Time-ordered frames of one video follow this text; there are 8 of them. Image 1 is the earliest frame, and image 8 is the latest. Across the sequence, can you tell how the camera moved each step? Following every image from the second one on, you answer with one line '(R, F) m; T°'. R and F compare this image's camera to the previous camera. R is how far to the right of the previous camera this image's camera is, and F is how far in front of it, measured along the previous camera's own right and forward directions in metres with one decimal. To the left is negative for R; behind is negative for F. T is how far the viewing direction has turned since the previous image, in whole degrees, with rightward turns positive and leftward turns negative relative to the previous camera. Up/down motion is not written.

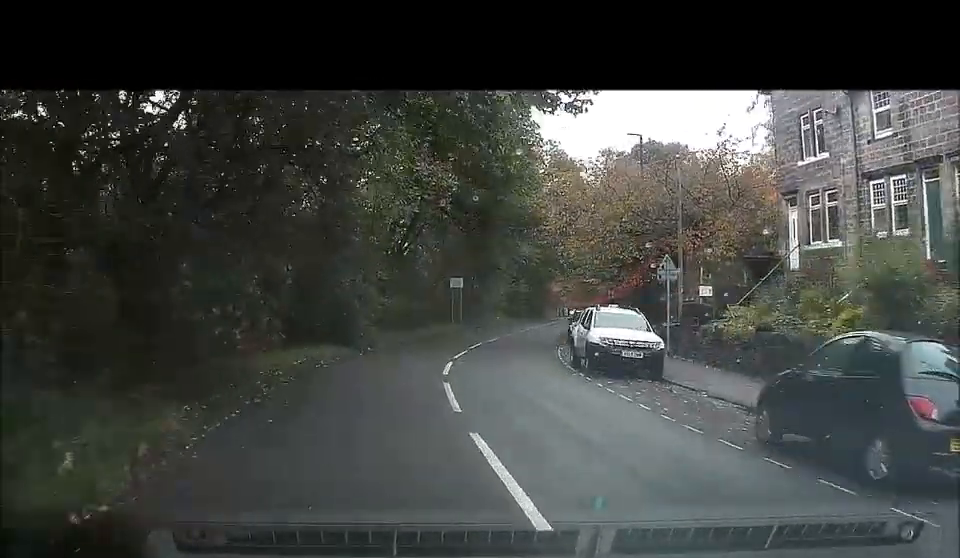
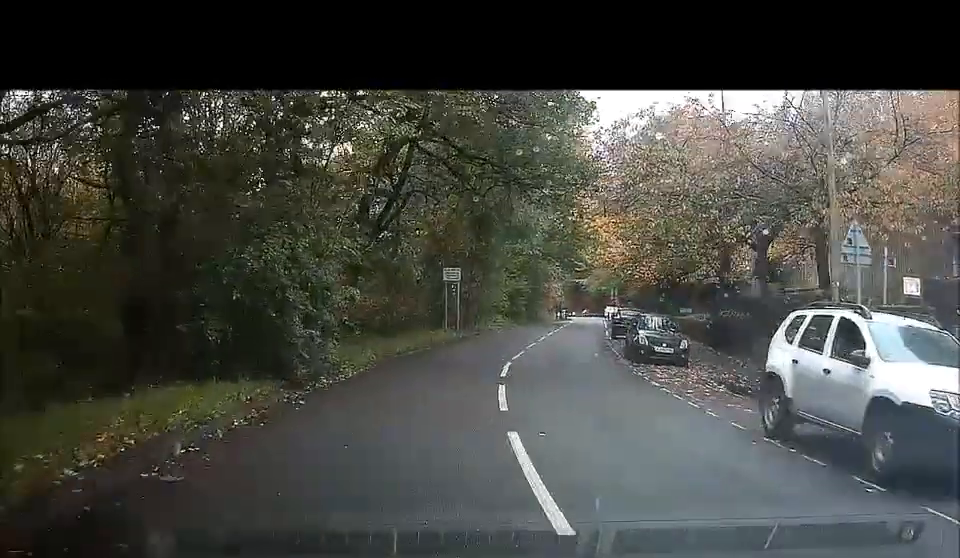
(-0.2, +12.9) m; +2°
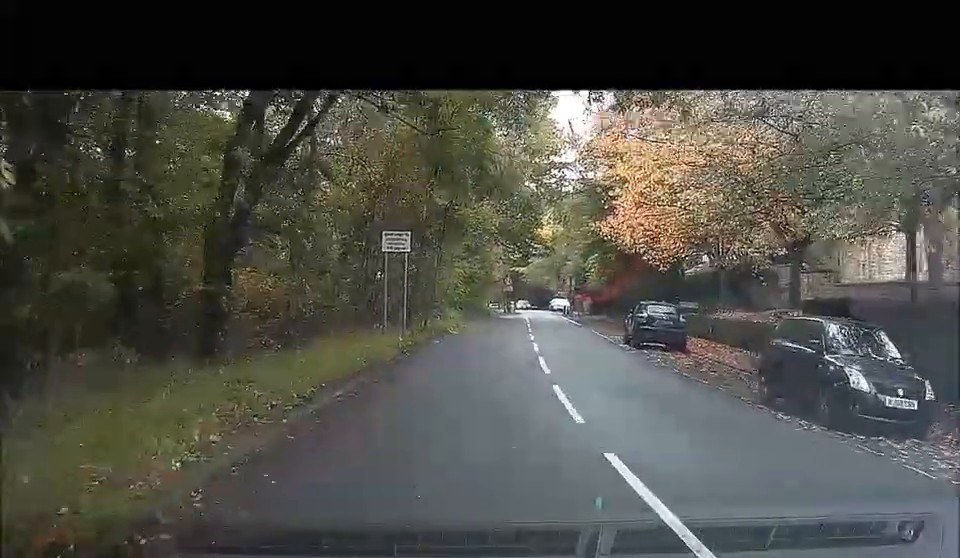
(+1.3, +15.1) m; +10°
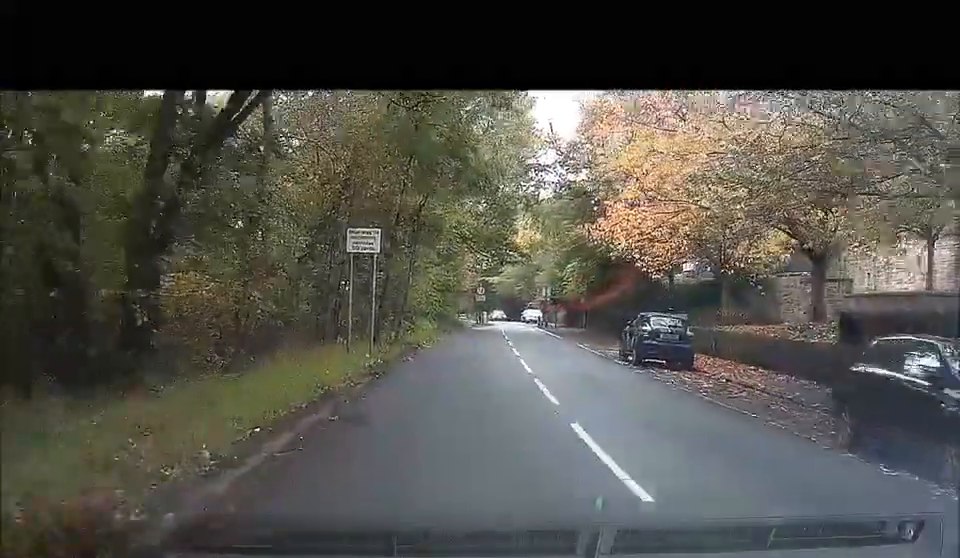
(+0.2, +3.8) m; 0°
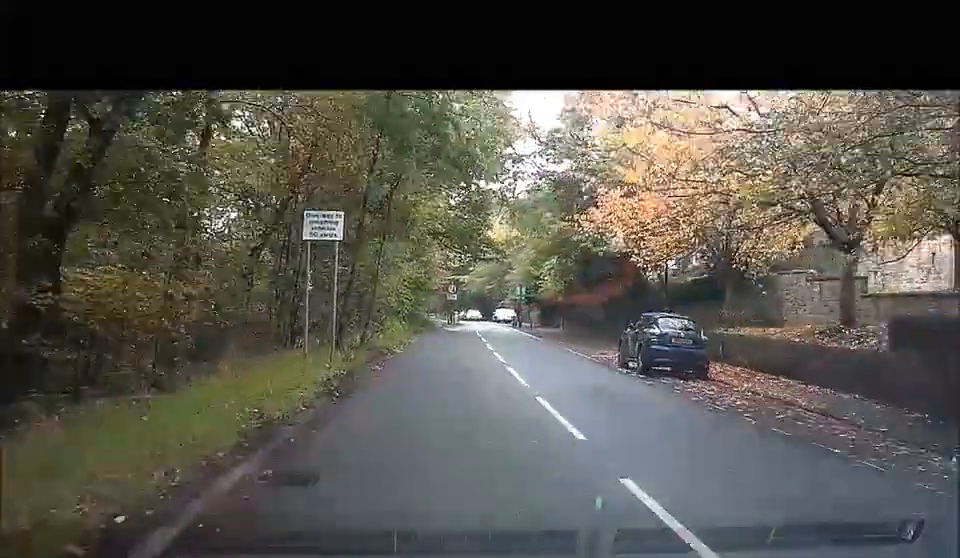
(+0.2, +3.8) m; 0°
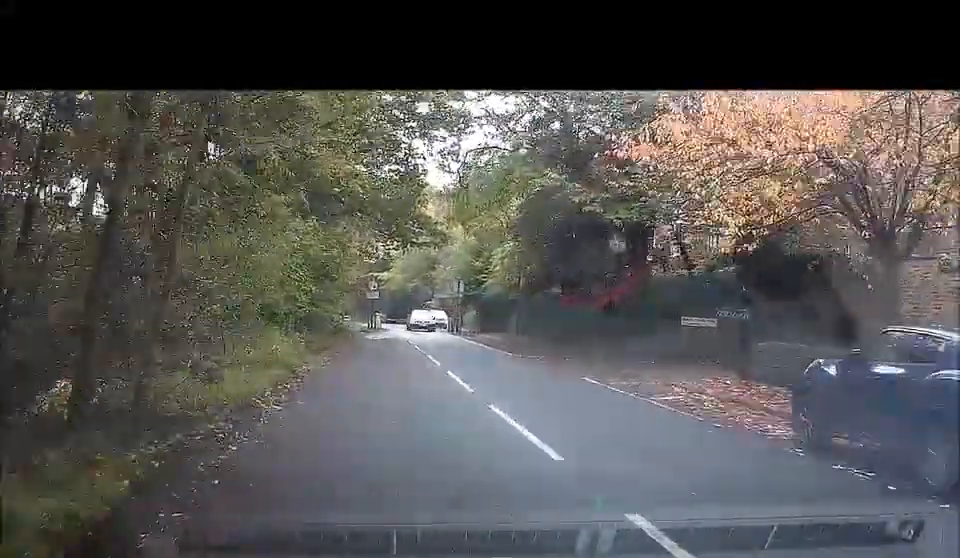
(0.0, +15.5) m; +3°
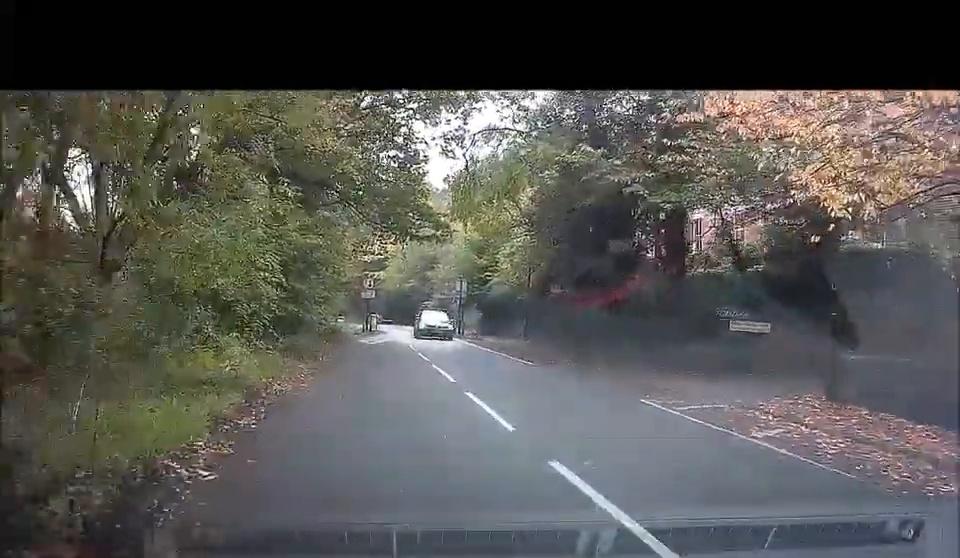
(+0.1, +4.9) m; +1°
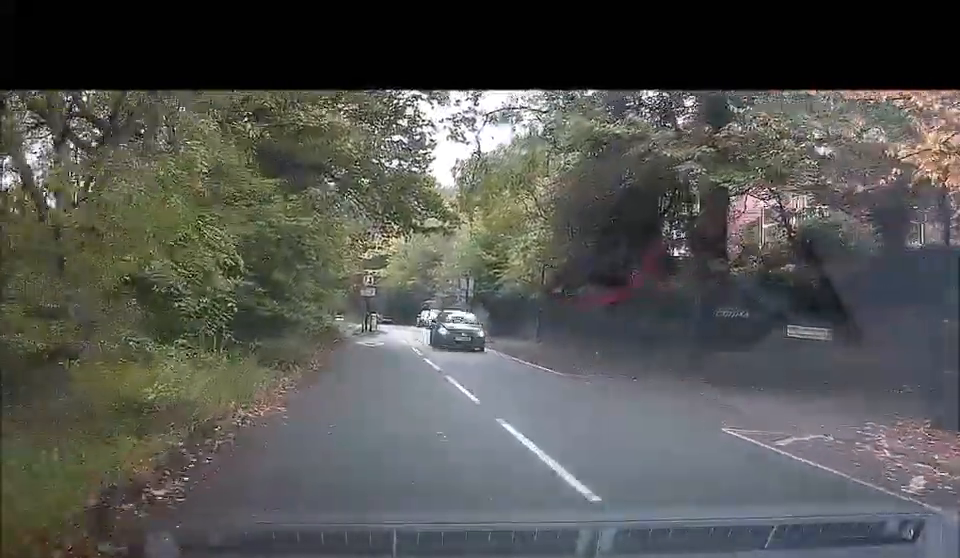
(-0.2, +4.0) m; 0°
